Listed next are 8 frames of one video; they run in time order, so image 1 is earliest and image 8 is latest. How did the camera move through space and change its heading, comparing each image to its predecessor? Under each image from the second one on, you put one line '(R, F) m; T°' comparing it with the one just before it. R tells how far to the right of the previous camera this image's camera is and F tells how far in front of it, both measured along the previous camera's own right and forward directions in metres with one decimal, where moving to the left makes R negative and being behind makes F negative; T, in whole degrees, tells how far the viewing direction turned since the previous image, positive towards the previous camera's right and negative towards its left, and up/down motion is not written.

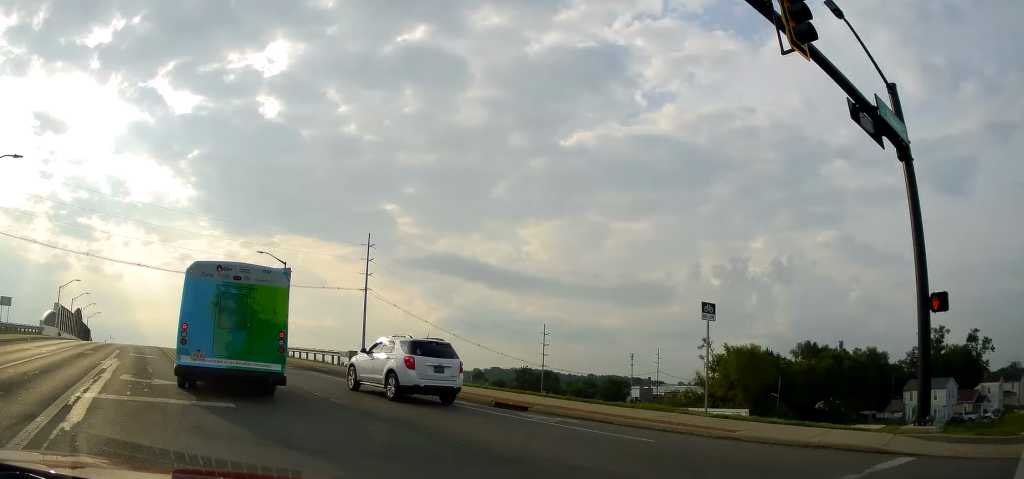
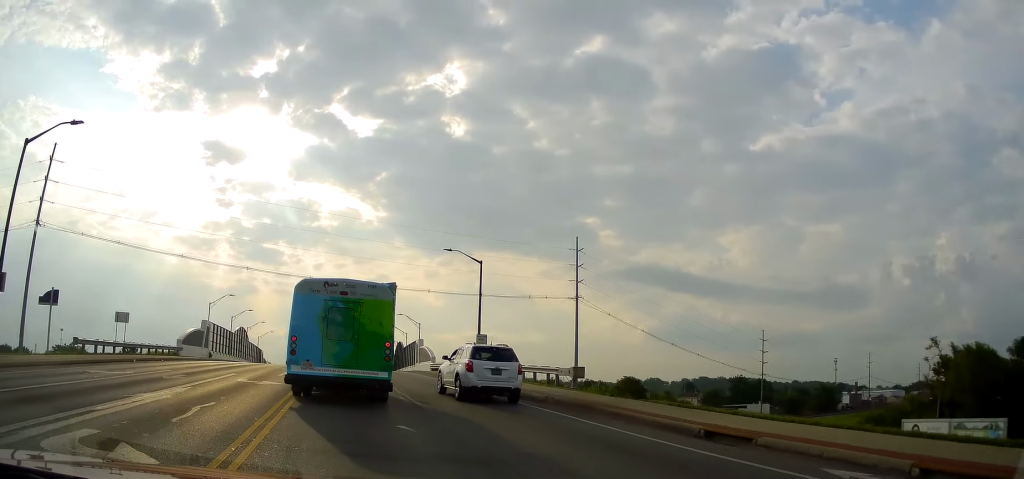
(-1.8, +9.0) m; -24°
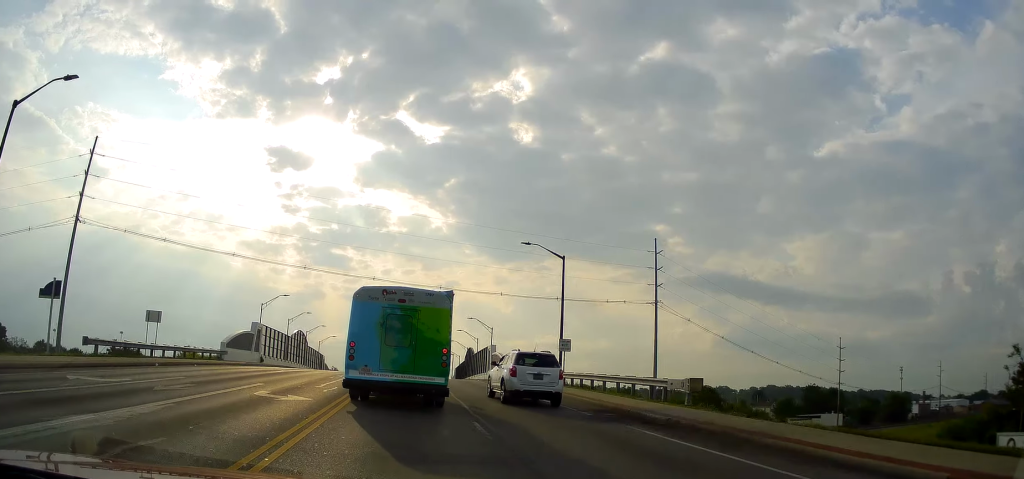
(-0.5, +4.9) m; -9°
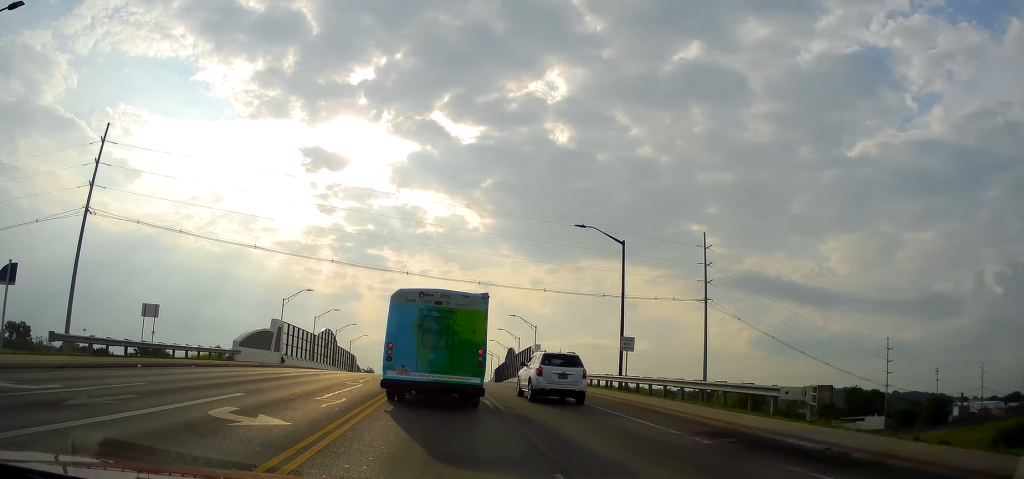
(-0.6, +5.1) m; -5°
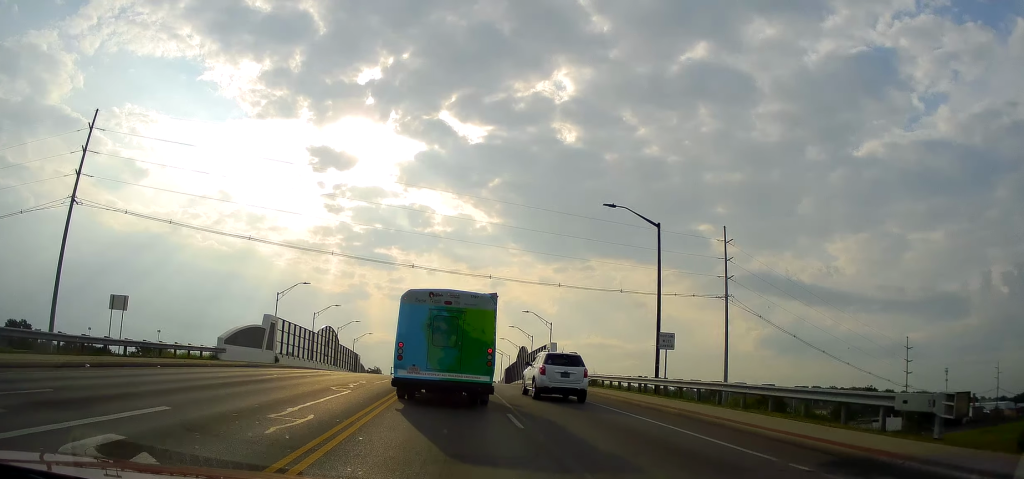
(-0.2, +4.4) m; -3°
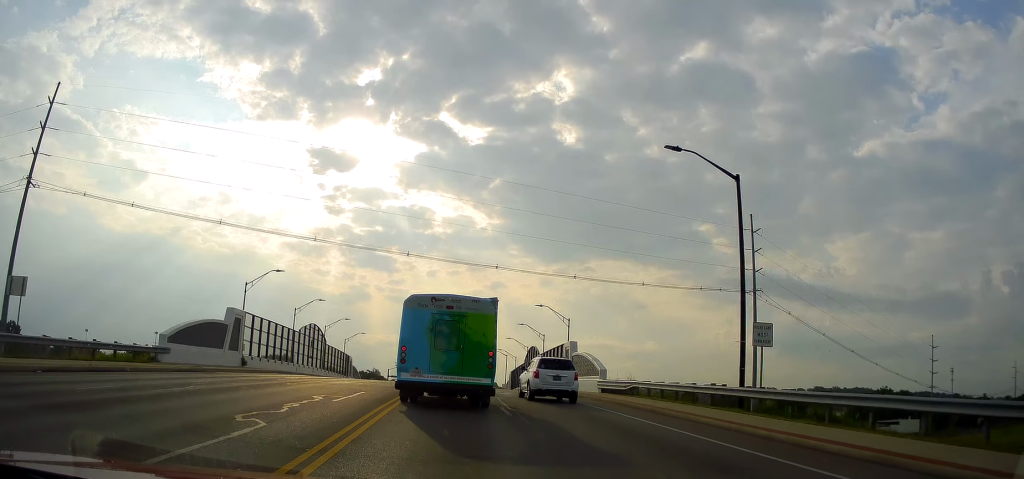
(-0.1, +8.3) m; -4°
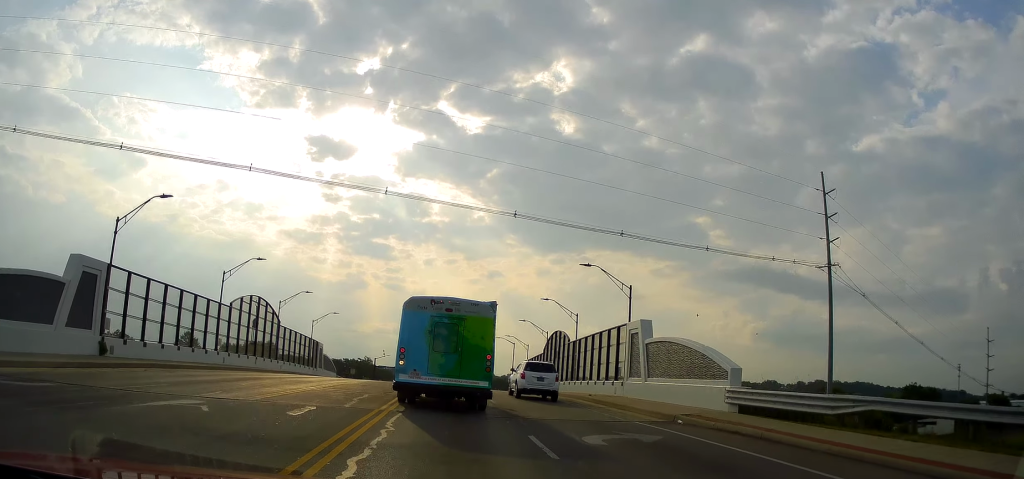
(-1.8, +18.4) m; -6°
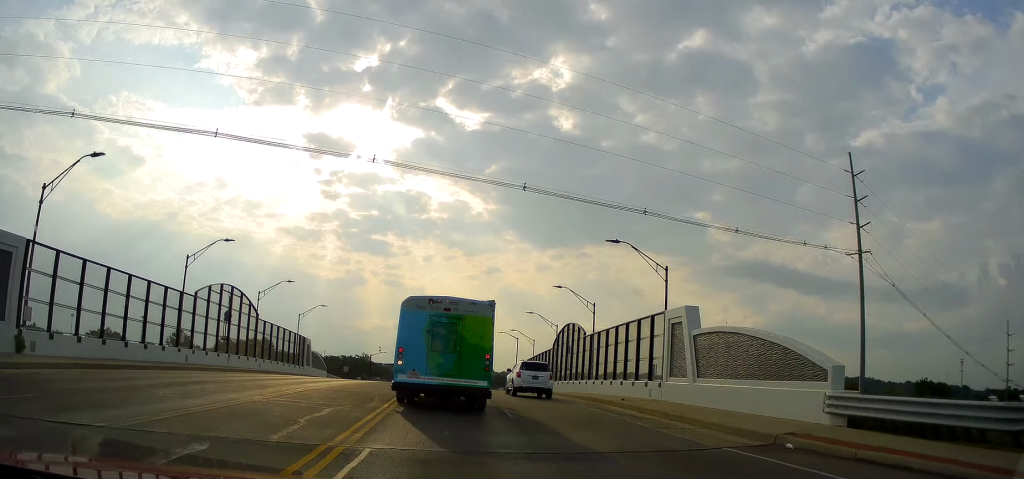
(0.0, +6.0) m; 0°
